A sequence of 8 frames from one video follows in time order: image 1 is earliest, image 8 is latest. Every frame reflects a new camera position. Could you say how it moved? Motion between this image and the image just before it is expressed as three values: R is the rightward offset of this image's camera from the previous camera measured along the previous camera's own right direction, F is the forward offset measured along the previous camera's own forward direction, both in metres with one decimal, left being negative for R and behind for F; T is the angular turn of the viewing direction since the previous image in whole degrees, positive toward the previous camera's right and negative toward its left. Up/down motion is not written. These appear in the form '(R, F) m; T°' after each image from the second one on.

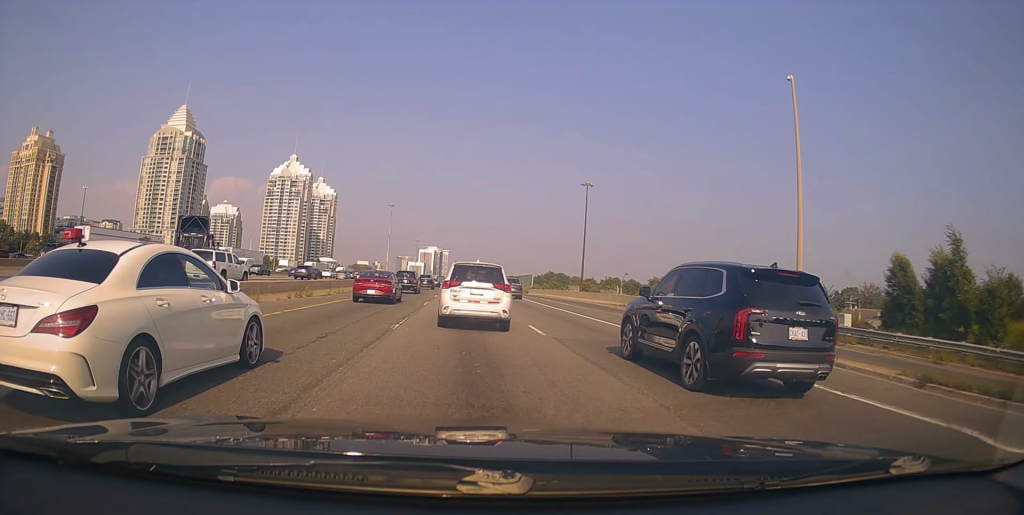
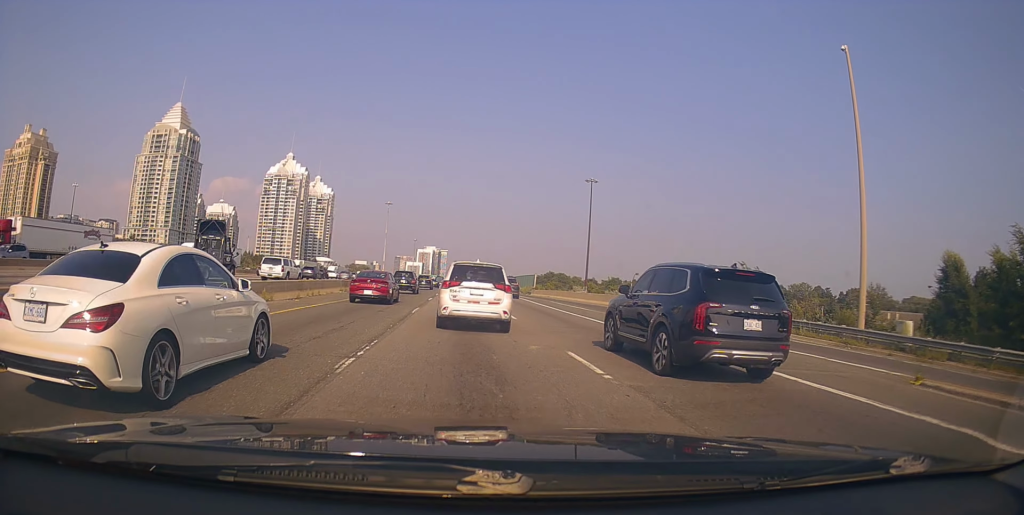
(+0.8, +6.1) m; +3°
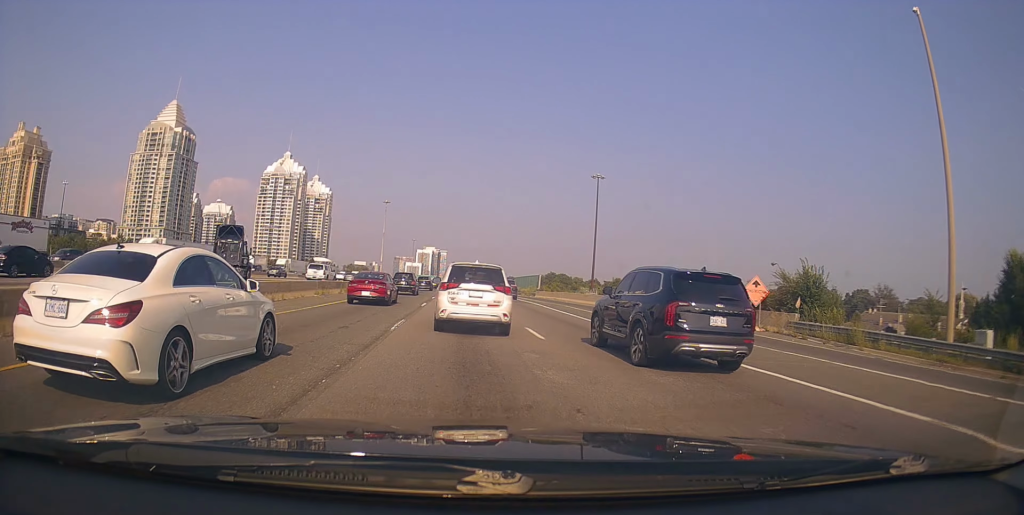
(-0.2, +6.5) m; -2°
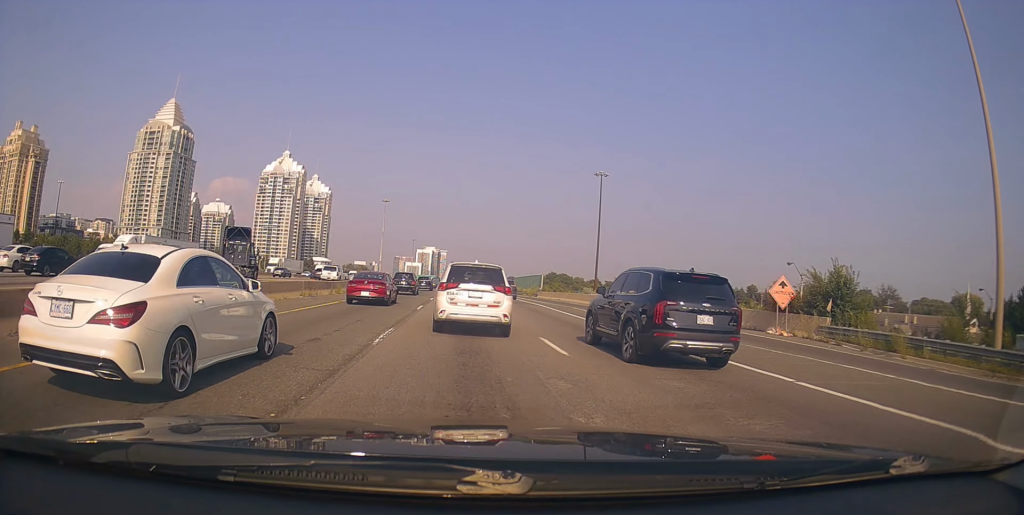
(-0.1, +3.0) m; -2°
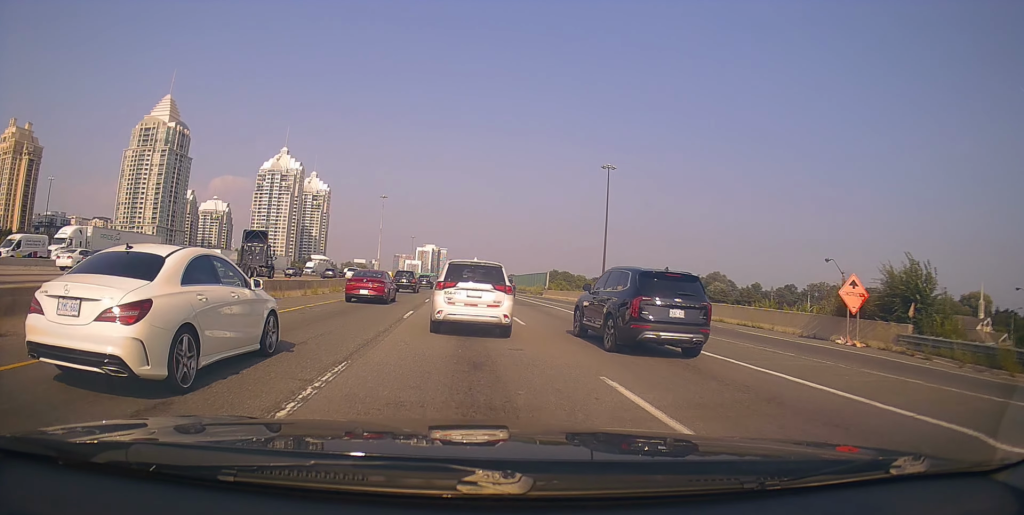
(0.0, +6.1) m; +4°
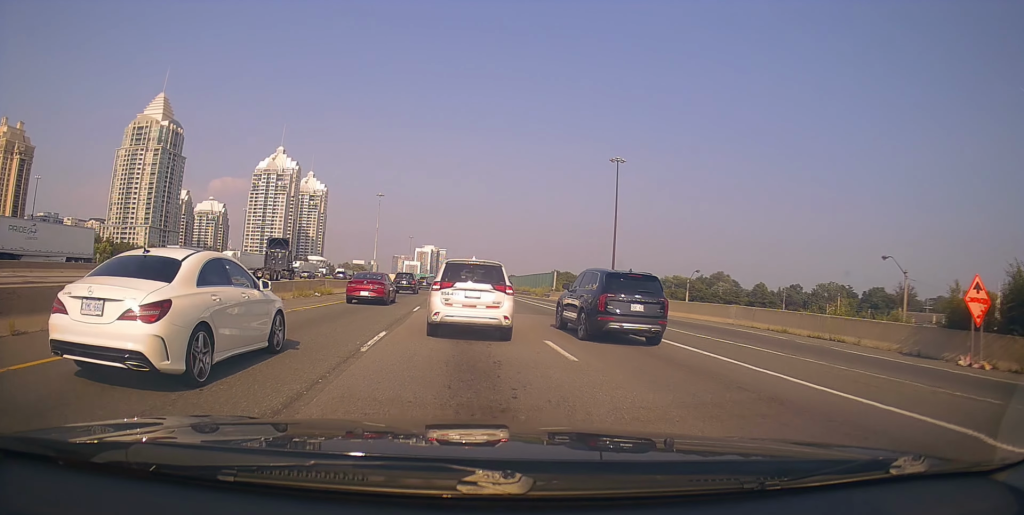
(+0.6, +7.8) m; 0°
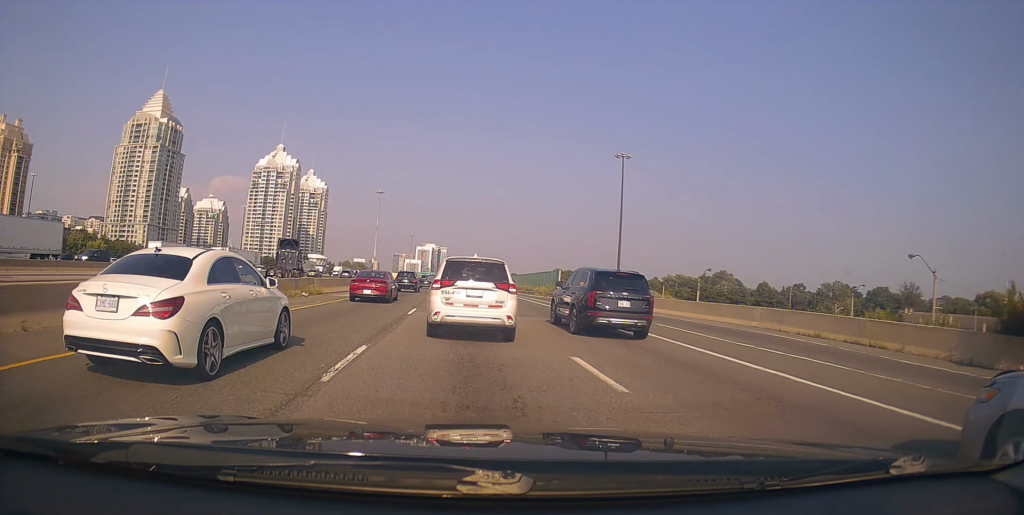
(-0.3, +2.9) m; -1°
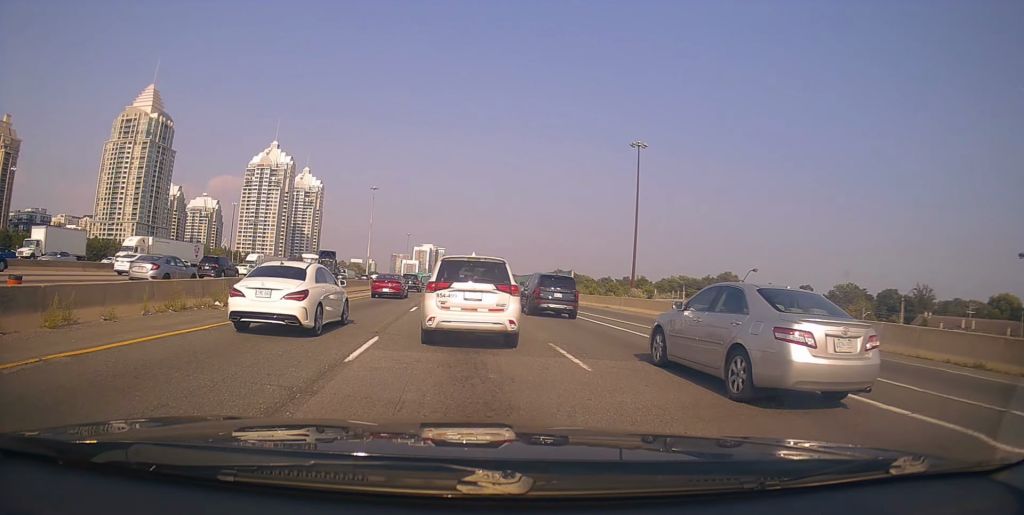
(+0.2, +11.7) m; 0°
